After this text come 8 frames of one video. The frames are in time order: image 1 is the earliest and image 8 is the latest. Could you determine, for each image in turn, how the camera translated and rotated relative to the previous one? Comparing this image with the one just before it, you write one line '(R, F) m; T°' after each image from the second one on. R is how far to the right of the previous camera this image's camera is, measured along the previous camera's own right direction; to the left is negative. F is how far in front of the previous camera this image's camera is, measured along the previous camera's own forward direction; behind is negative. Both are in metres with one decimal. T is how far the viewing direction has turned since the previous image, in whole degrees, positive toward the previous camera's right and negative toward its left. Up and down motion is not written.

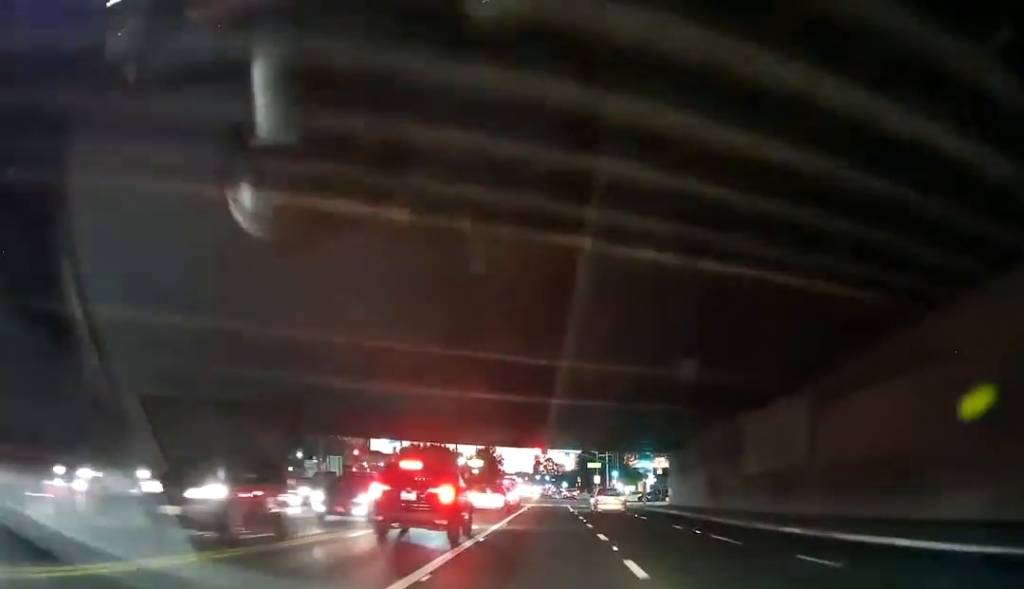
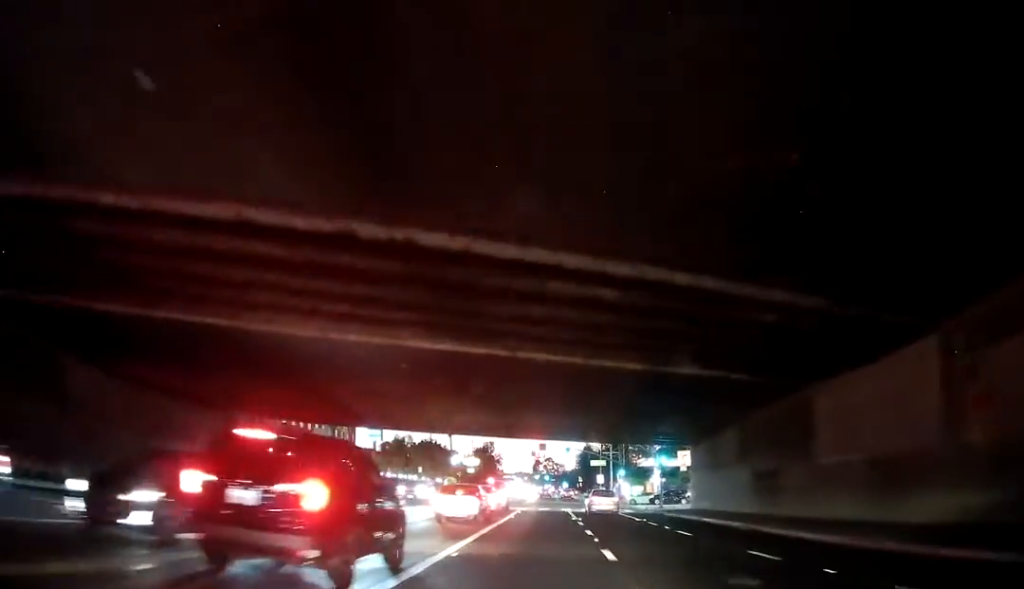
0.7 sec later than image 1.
(+0.1, +10.6) m; 0°
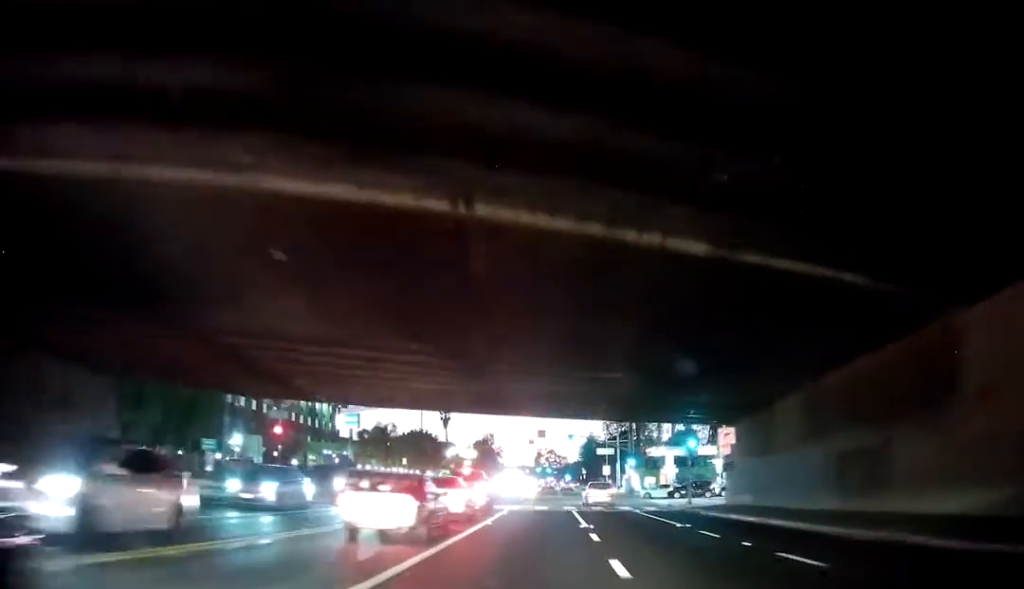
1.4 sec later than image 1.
(-0.1, +11.3) m; 0°
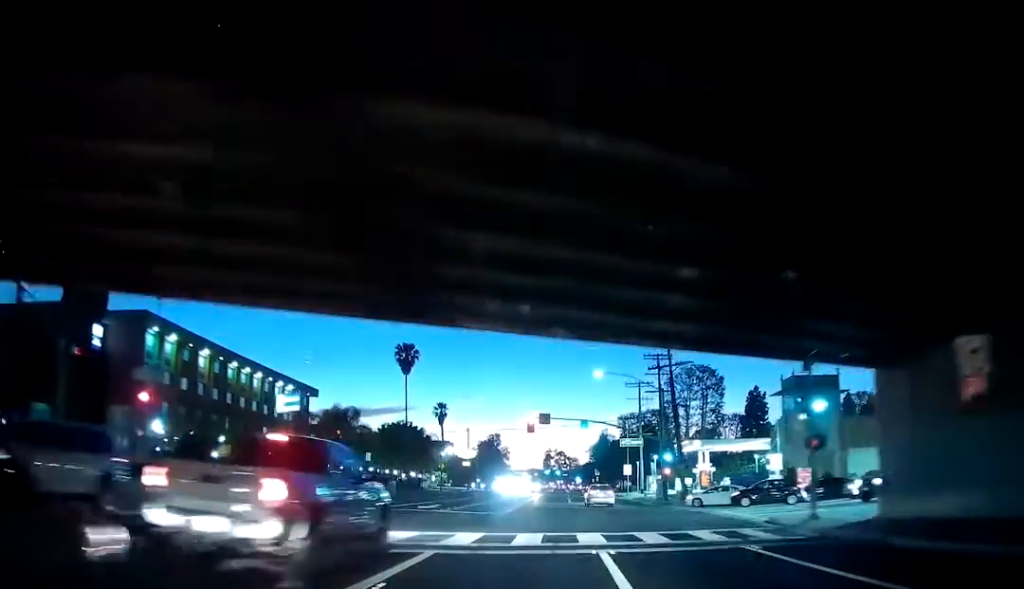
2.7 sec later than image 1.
(-0.1, +20.6) m; 0°
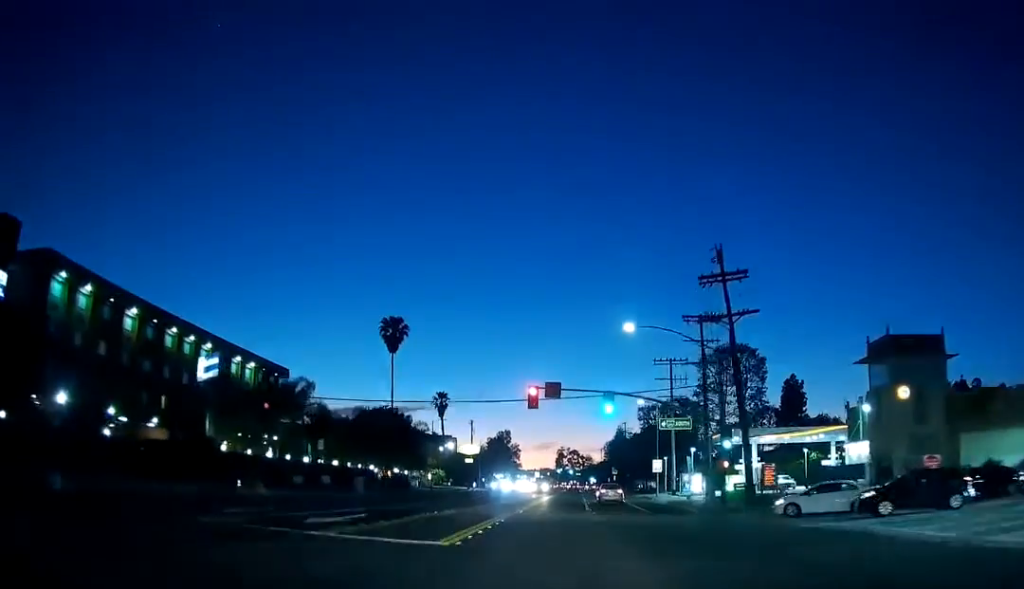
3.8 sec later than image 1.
(+0.1, +17.6) m; 0°
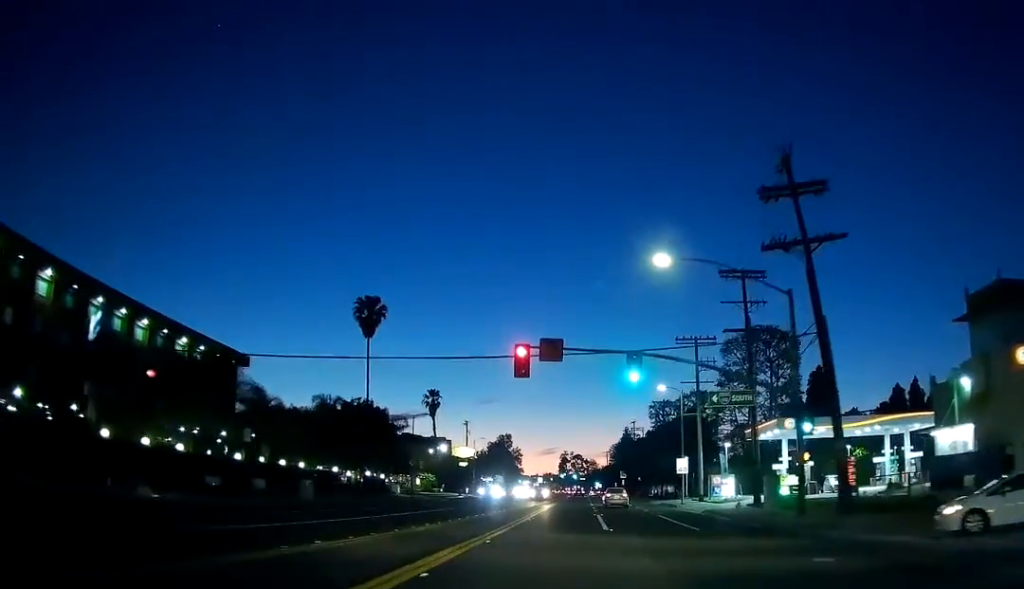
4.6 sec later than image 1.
(-0.1, +14.1) m; -1°
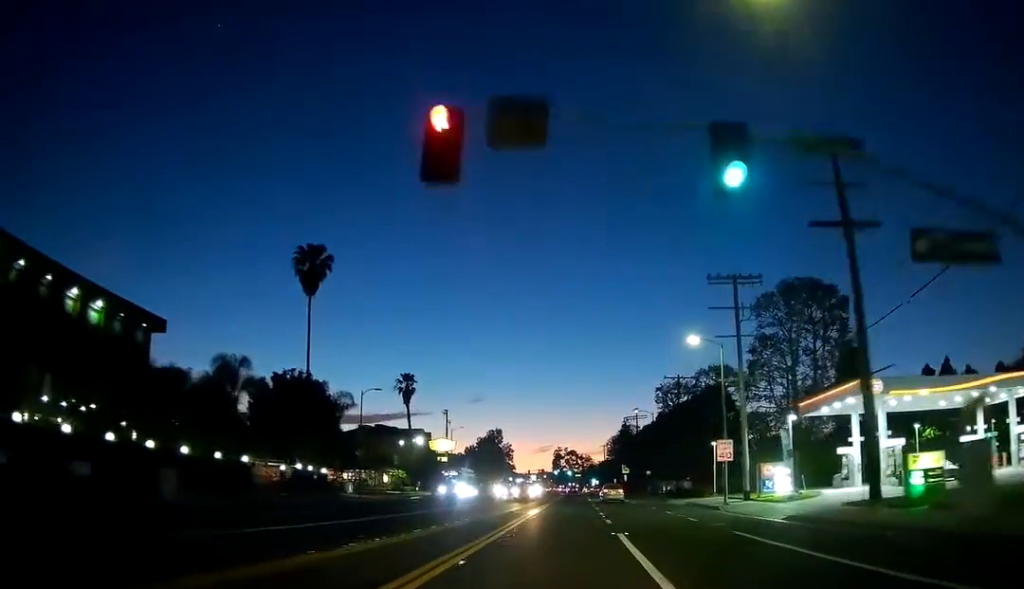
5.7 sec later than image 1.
(-0.1, +18.6) m; -1°
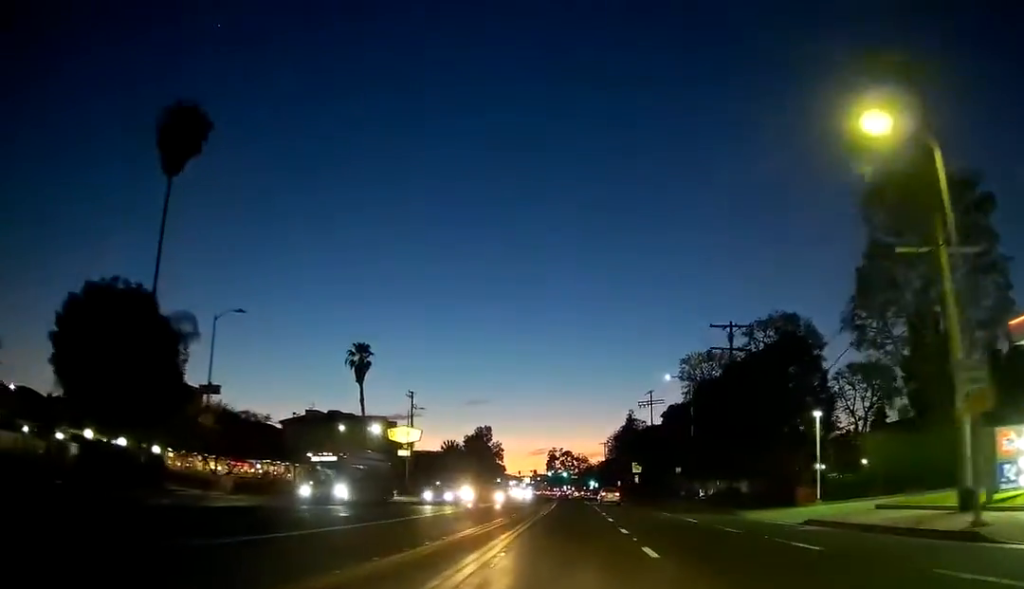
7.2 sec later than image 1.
(-0.3, +27.4) m; 0°
